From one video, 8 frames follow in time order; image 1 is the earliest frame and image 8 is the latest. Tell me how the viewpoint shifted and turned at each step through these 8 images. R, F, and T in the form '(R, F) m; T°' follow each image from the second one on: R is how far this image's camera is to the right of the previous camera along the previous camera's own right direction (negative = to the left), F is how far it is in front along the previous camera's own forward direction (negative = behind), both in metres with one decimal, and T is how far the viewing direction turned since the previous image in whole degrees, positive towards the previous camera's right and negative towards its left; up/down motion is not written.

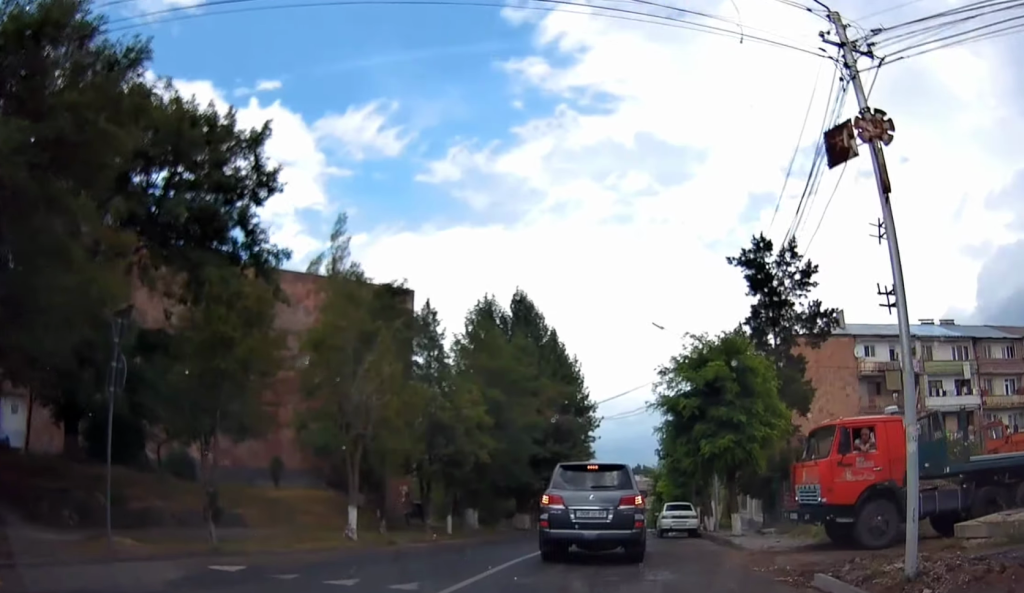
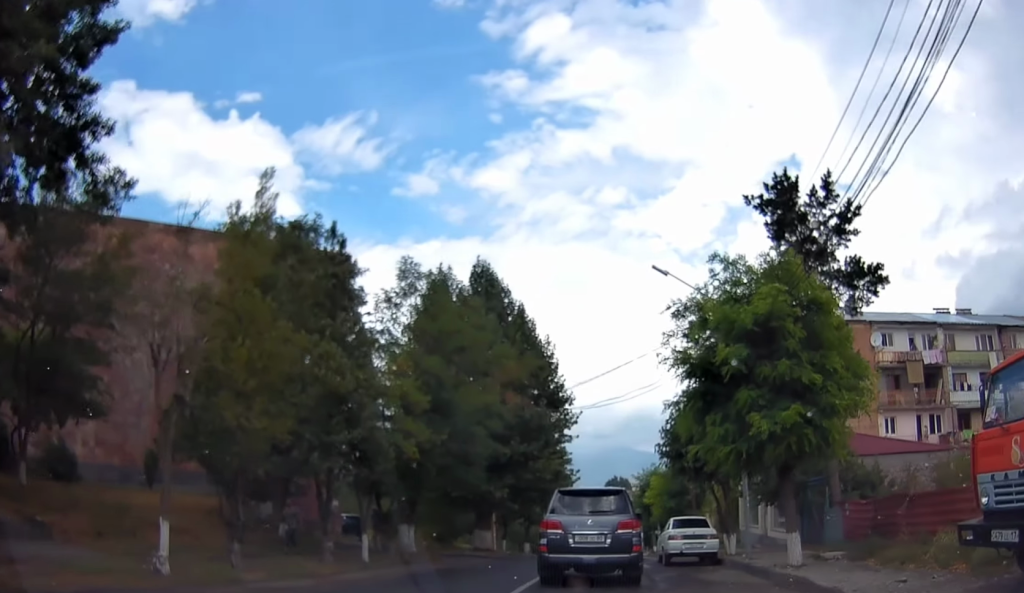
(+0.2, +8.4) m; +1°
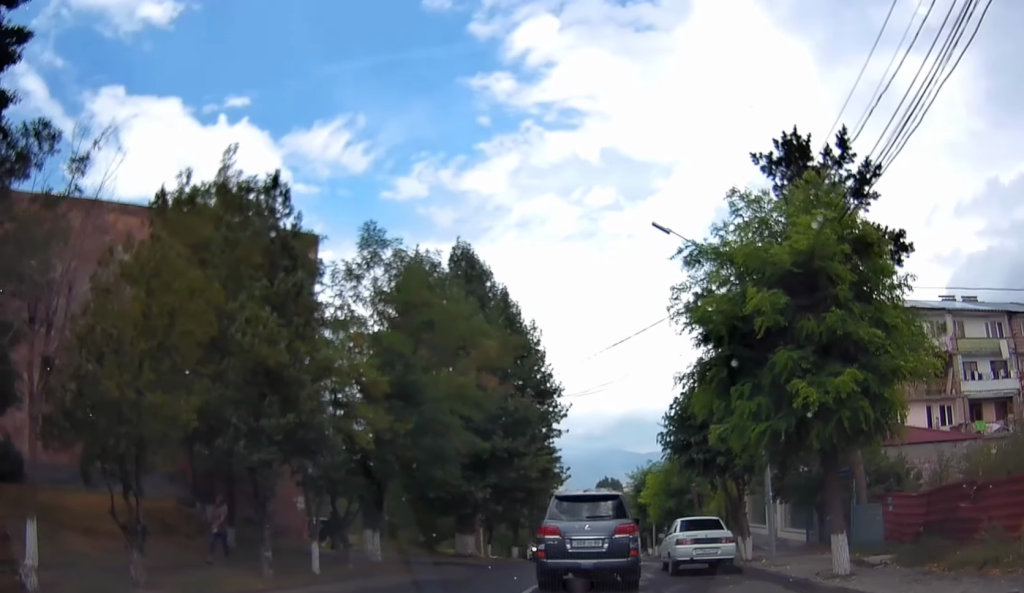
(0.0, +3.2) m; 0°
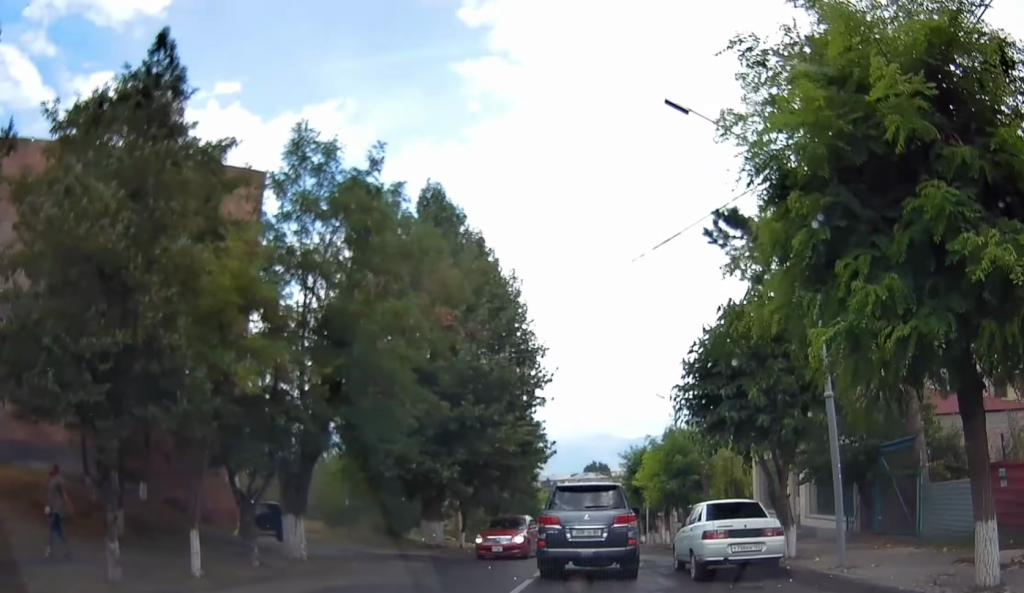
(-0.1, +5.2) m; +2°
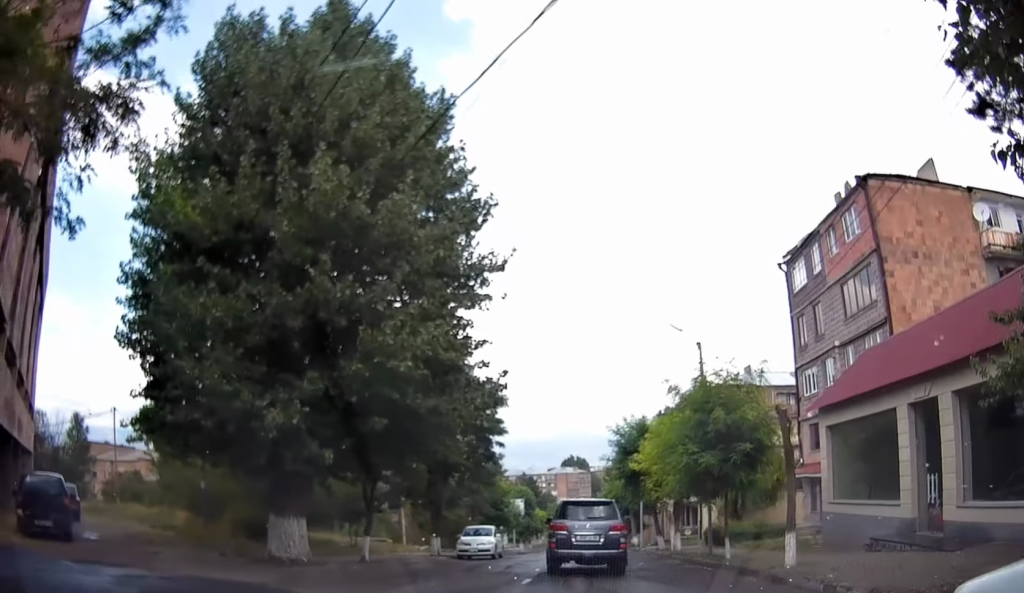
(+0.2, +13.5) m; 0°
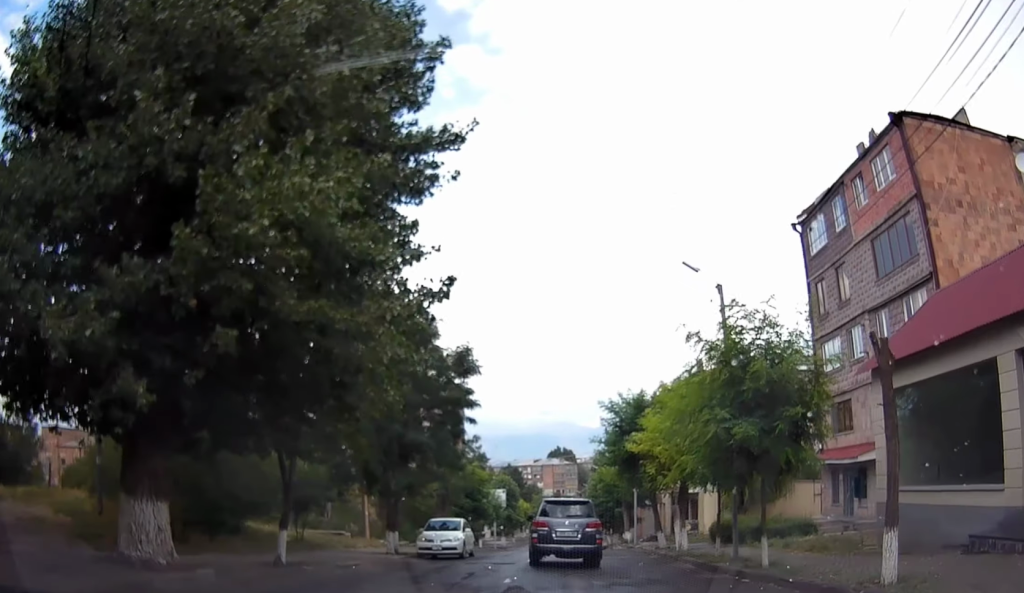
(+0.1, +5.1) m; +2°
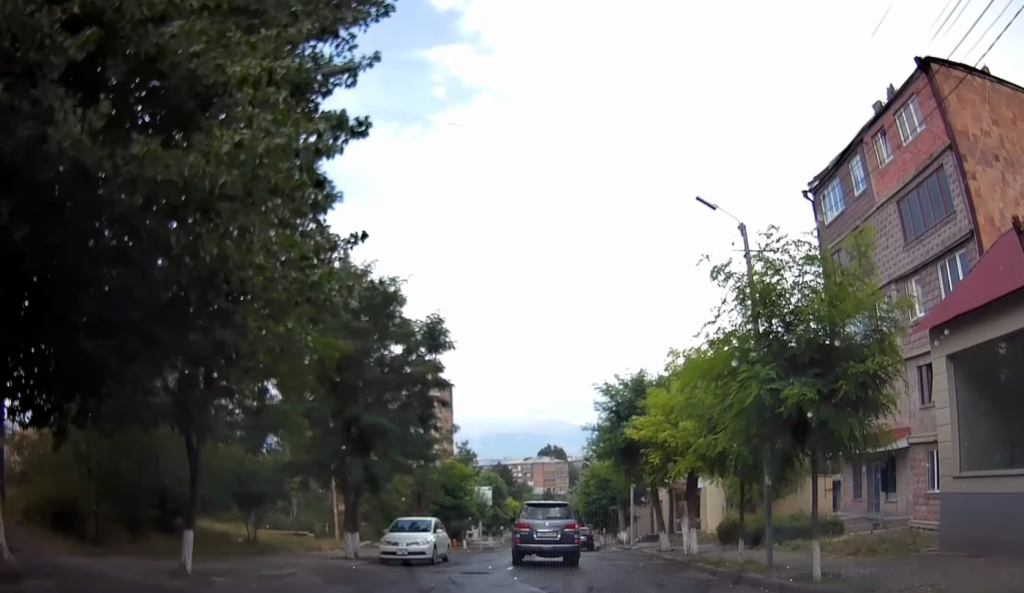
(+0.1, +3.5) m; +2°
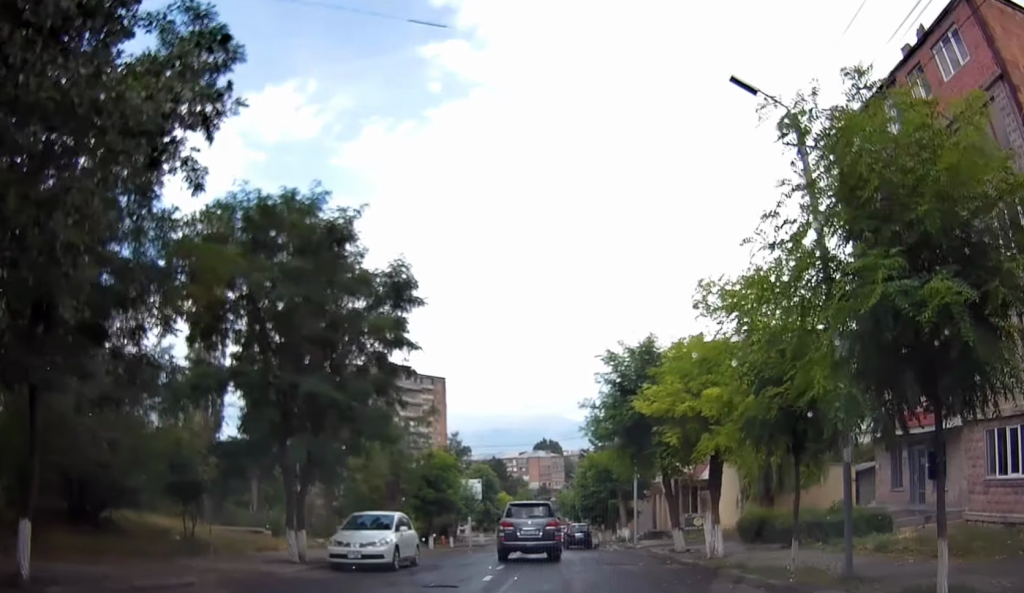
(0.0, +3.8) m; 0°
